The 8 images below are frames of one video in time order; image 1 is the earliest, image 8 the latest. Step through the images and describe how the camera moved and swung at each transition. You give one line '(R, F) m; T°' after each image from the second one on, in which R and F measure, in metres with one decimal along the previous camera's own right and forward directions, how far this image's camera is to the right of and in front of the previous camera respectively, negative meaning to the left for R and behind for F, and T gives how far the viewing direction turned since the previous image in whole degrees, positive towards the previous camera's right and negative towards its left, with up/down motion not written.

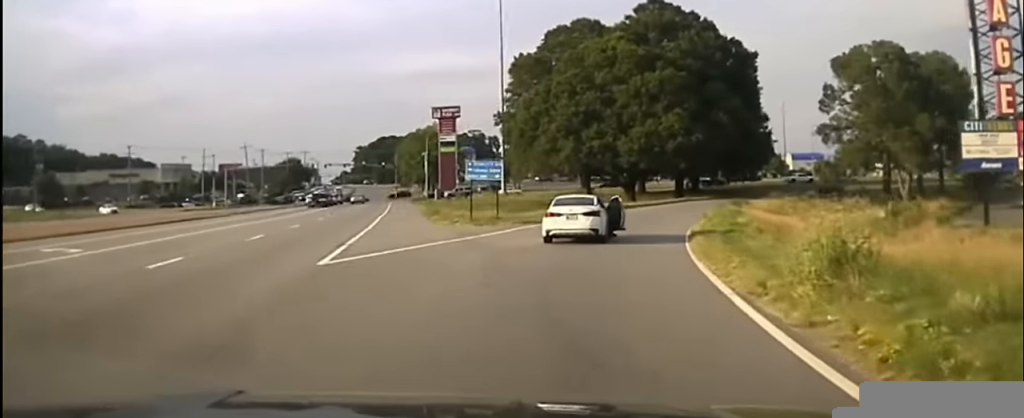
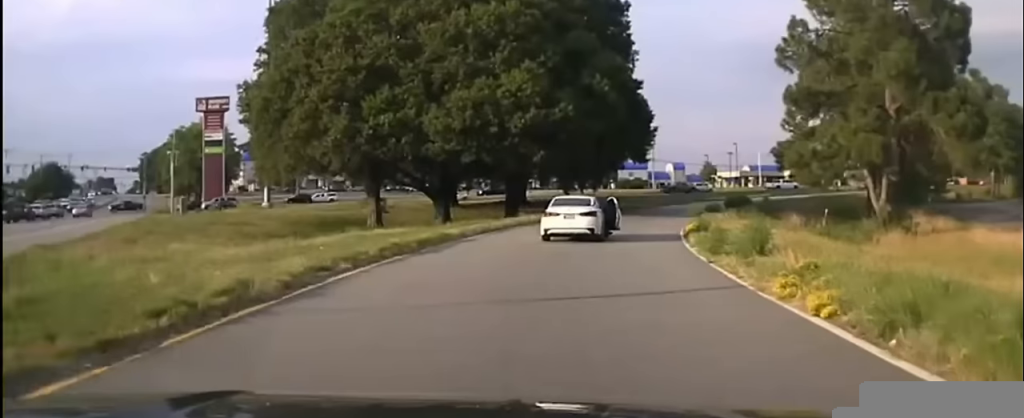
(+2.7, +34.2) m; +8°
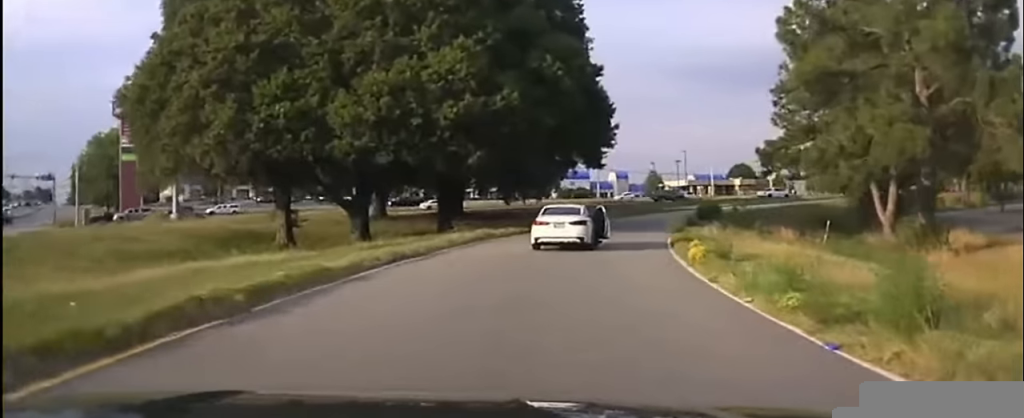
(+0.3, +11.0) m; +4°
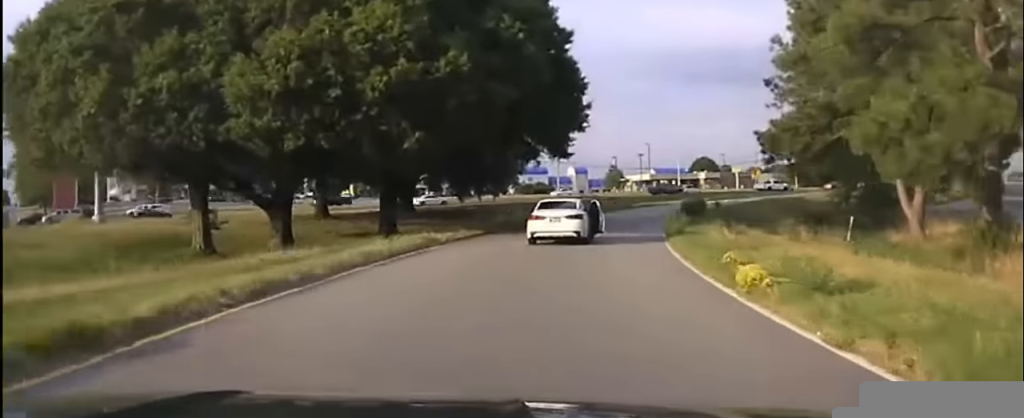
(-0.1, +8.3) m; +4°
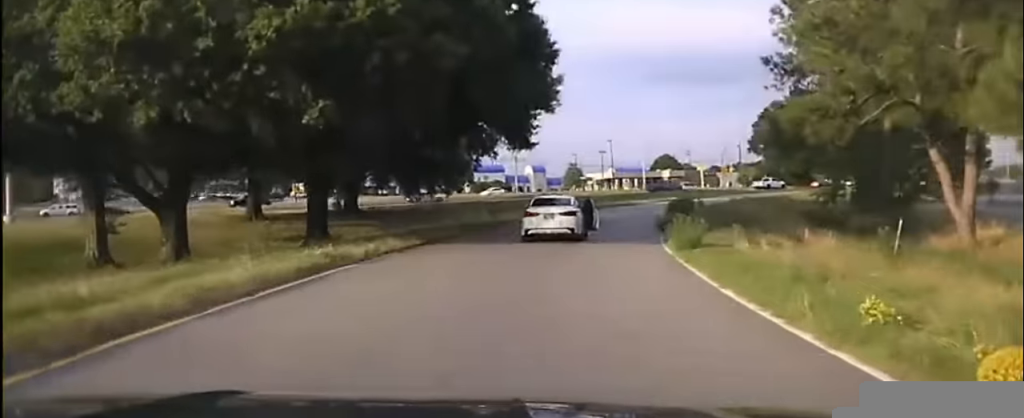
(+0.4, +8.8) m; +4°
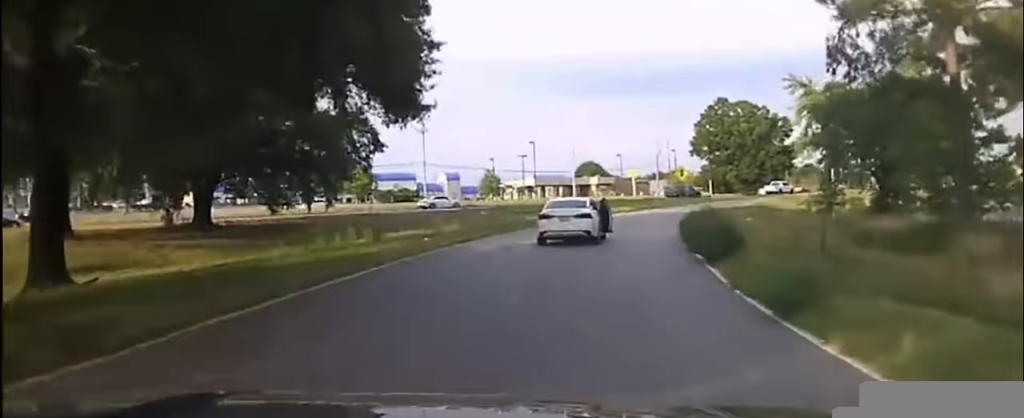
(+1.9, +20.2) m; +8°
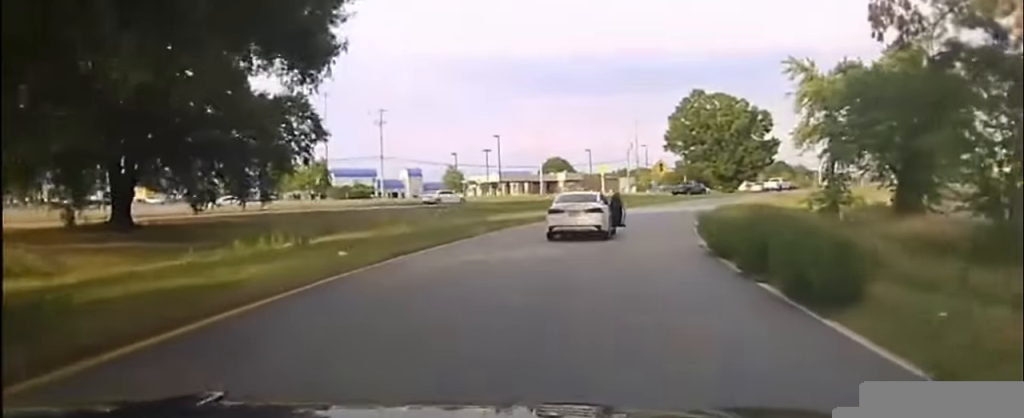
(0.0, +8.5) m; +2°
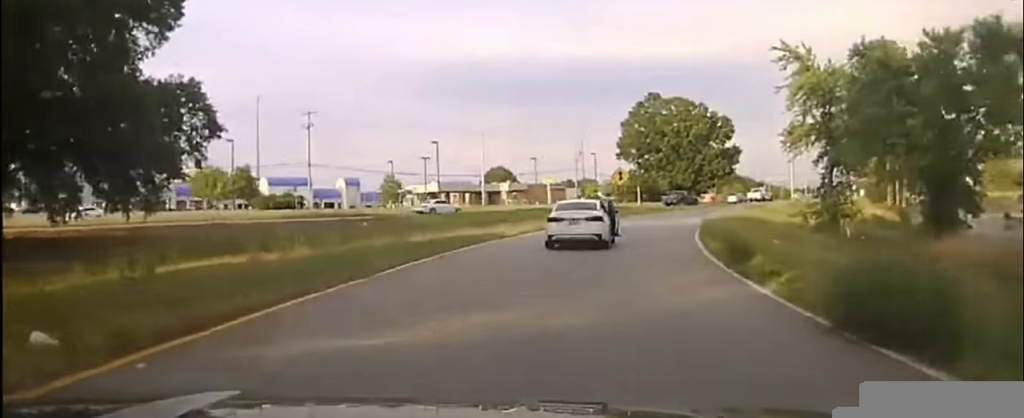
(+0.1, +9.9) m; +3°
